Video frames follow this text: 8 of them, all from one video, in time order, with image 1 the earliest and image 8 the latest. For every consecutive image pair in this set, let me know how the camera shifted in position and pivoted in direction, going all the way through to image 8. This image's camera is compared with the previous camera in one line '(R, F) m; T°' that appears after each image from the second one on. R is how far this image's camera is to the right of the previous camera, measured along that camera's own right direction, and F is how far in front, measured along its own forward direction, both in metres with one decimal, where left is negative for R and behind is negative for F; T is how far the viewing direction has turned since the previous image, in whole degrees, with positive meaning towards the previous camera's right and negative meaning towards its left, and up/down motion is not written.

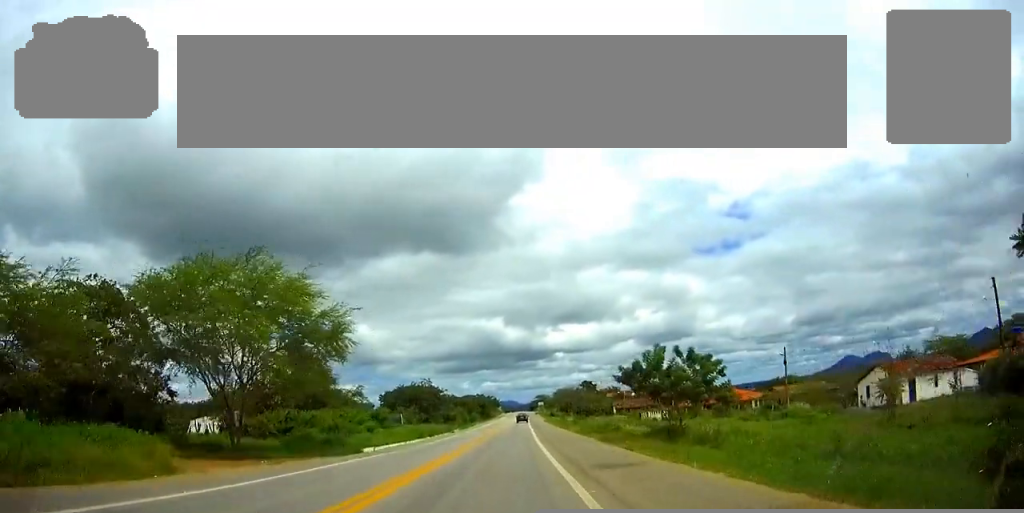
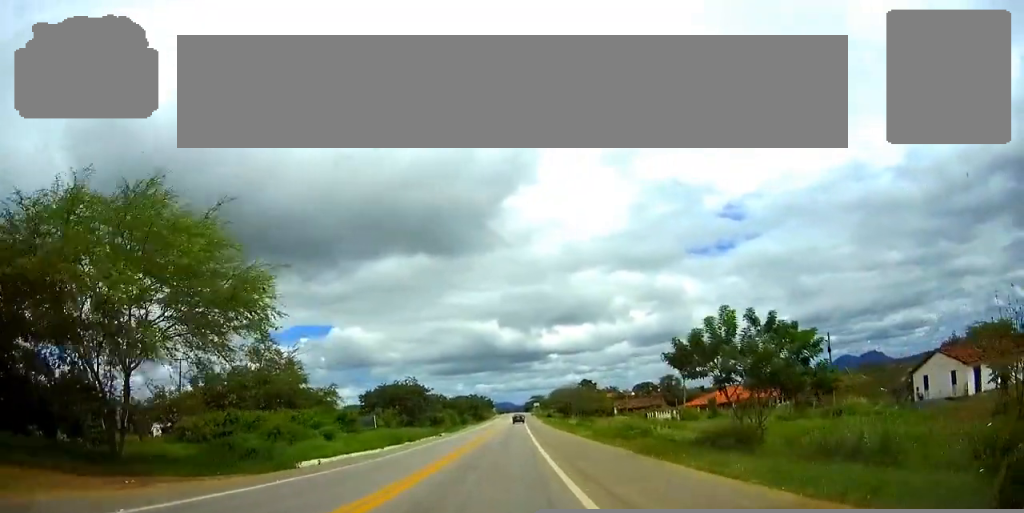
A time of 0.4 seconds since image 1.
(0.0, +10.9) m; 0°
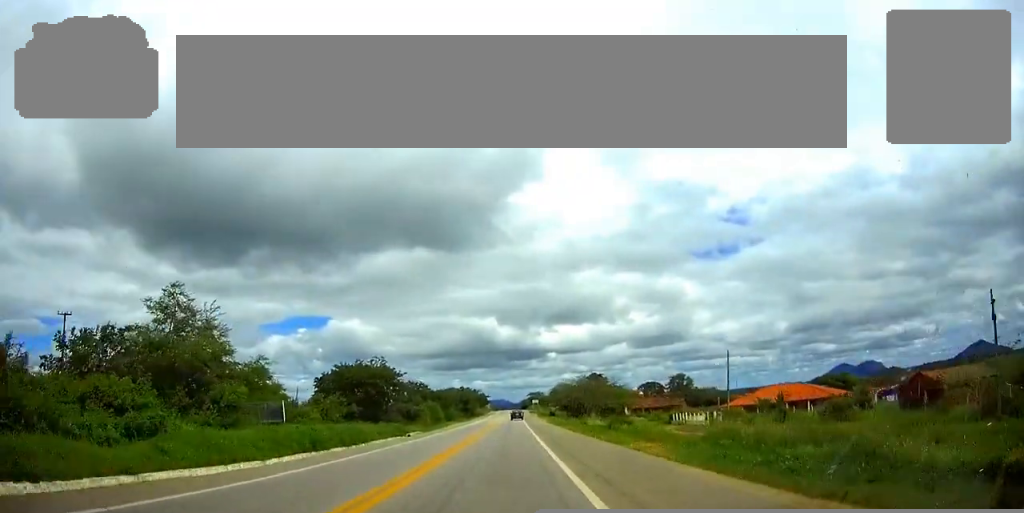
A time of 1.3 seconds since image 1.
(+0.2, +22.3) m; +1°
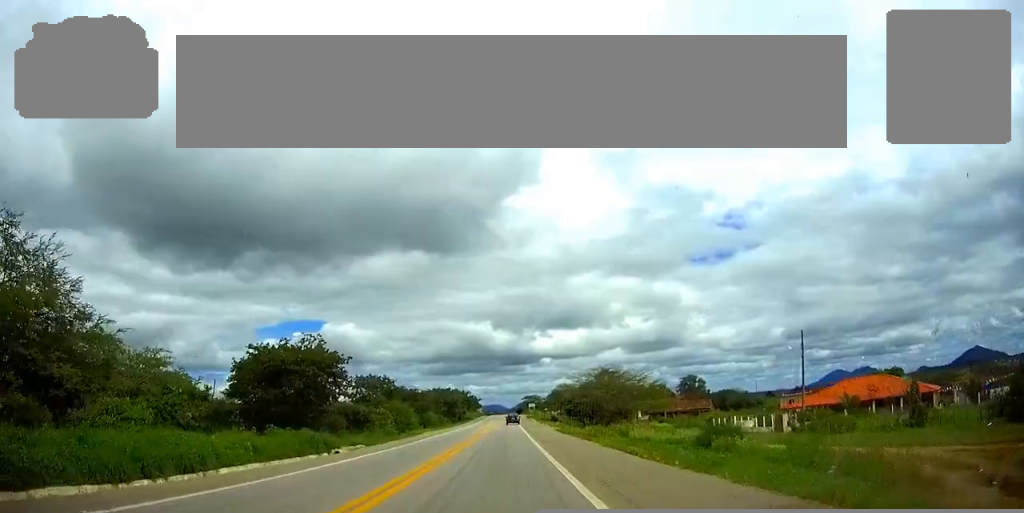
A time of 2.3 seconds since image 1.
(+0.1, +22.9) m; 0°
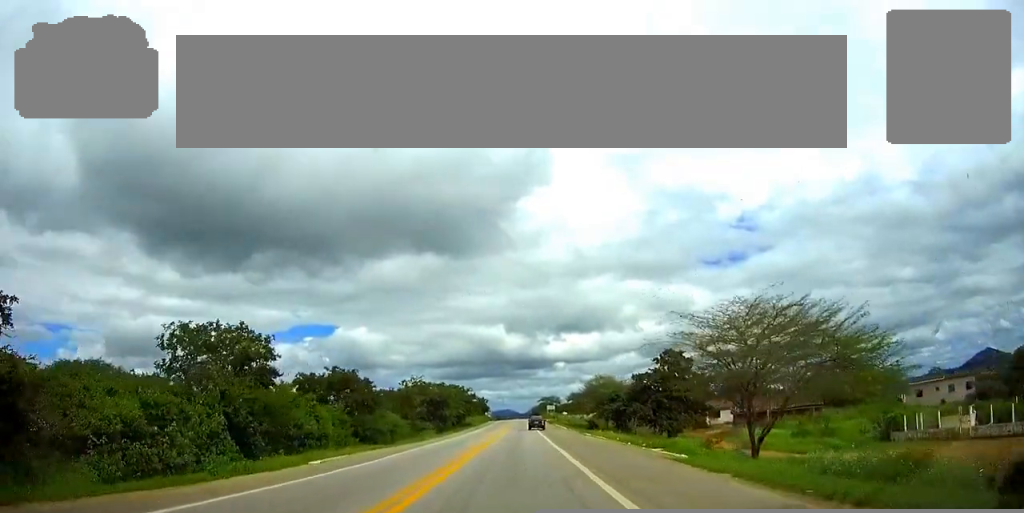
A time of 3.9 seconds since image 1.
(0.0, +39.5) m; 0°
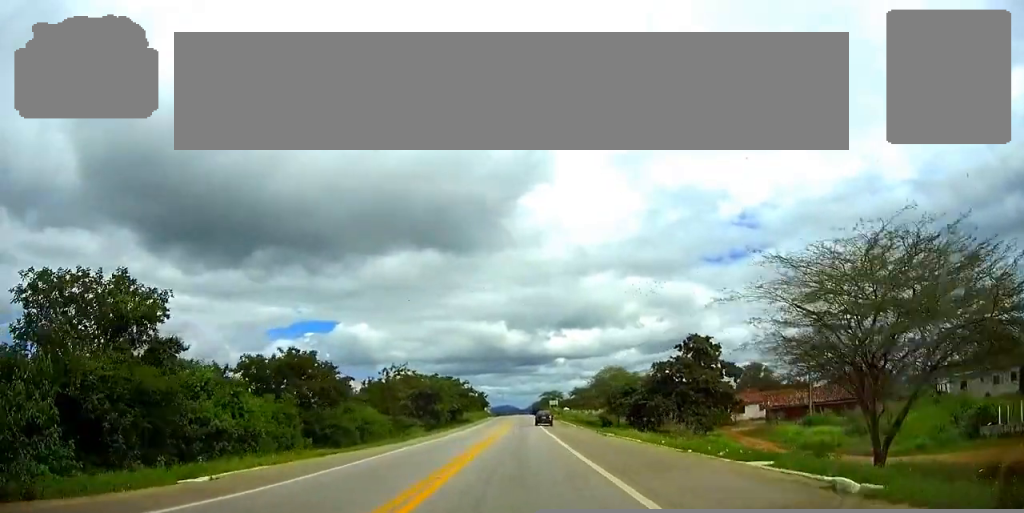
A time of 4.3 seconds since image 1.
(0.0, +10.4) m; 0°
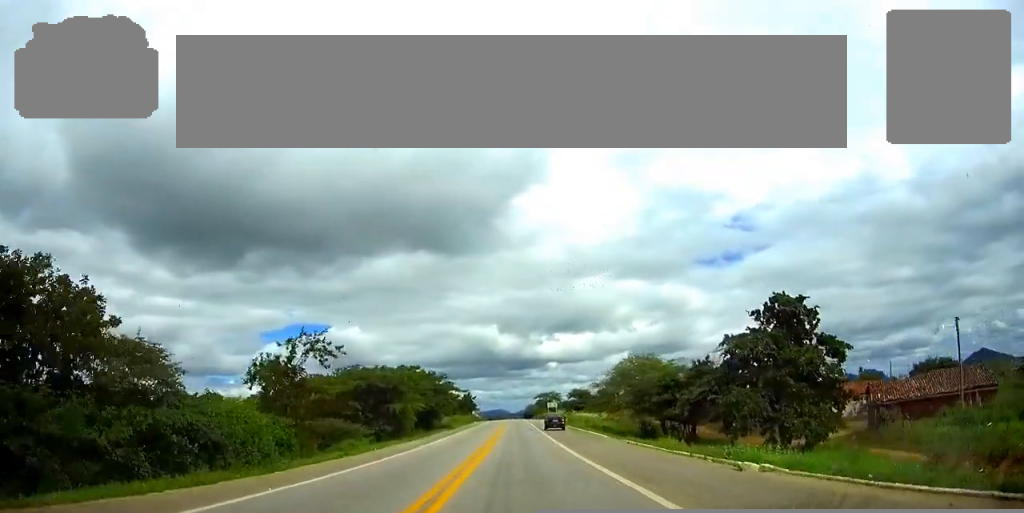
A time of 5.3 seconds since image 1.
(0.0, +23.7) m; 0°
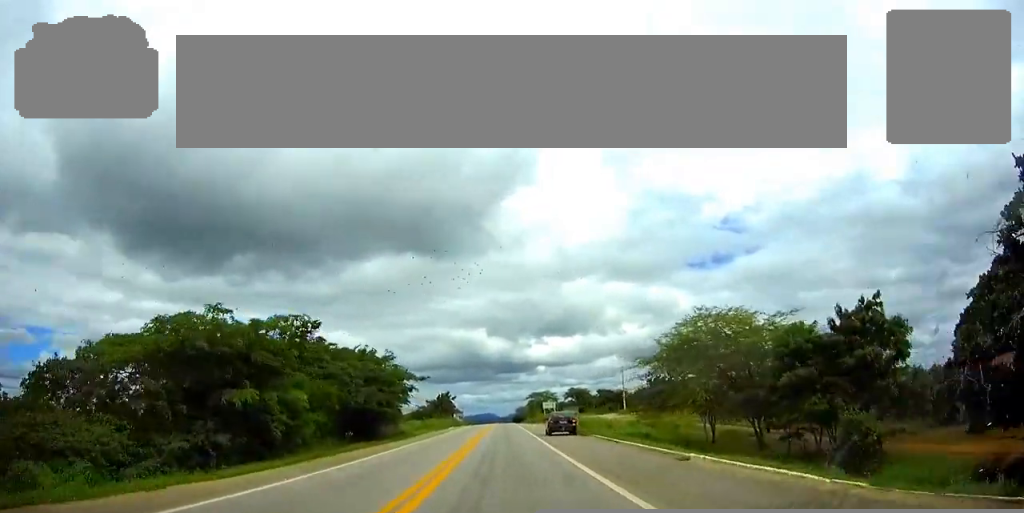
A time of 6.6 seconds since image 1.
(0.0, +28.9) m; 0°
